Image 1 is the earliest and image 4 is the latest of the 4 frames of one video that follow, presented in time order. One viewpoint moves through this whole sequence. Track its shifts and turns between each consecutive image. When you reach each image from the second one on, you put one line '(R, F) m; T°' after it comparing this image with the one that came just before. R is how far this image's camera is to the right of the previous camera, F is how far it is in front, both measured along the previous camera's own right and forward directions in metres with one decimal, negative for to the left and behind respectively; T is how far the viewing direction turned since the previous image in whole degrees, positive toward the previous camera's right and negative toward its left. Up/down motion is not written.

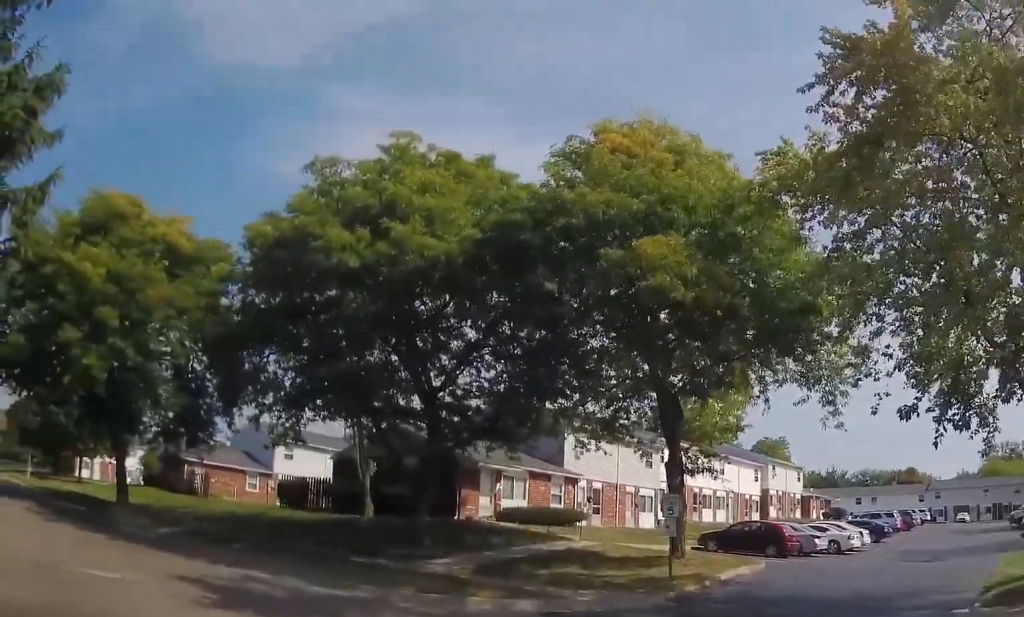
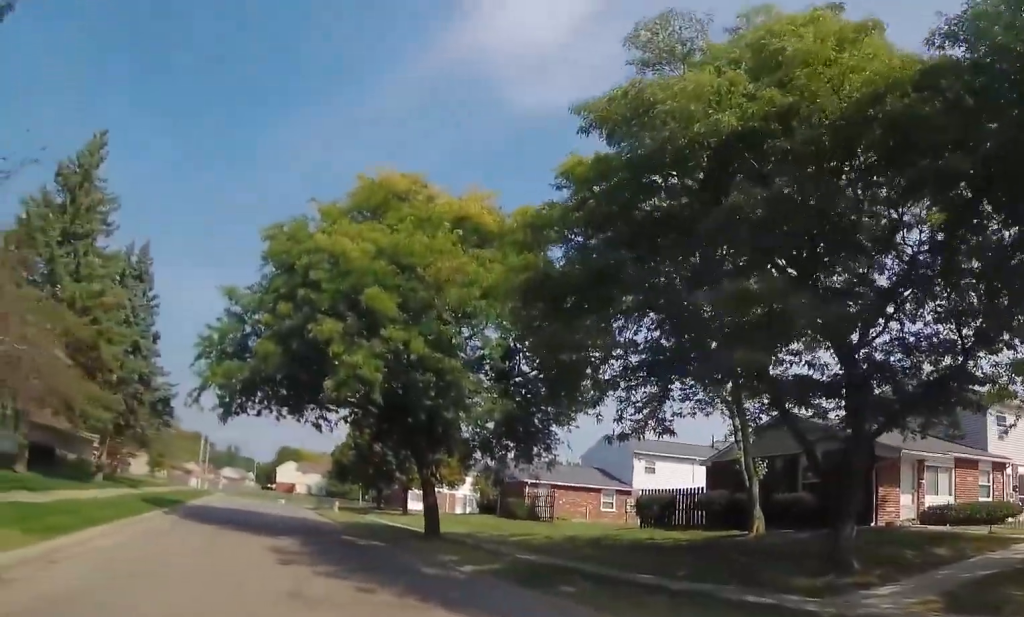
(-0.9, +5.5) m; -19°
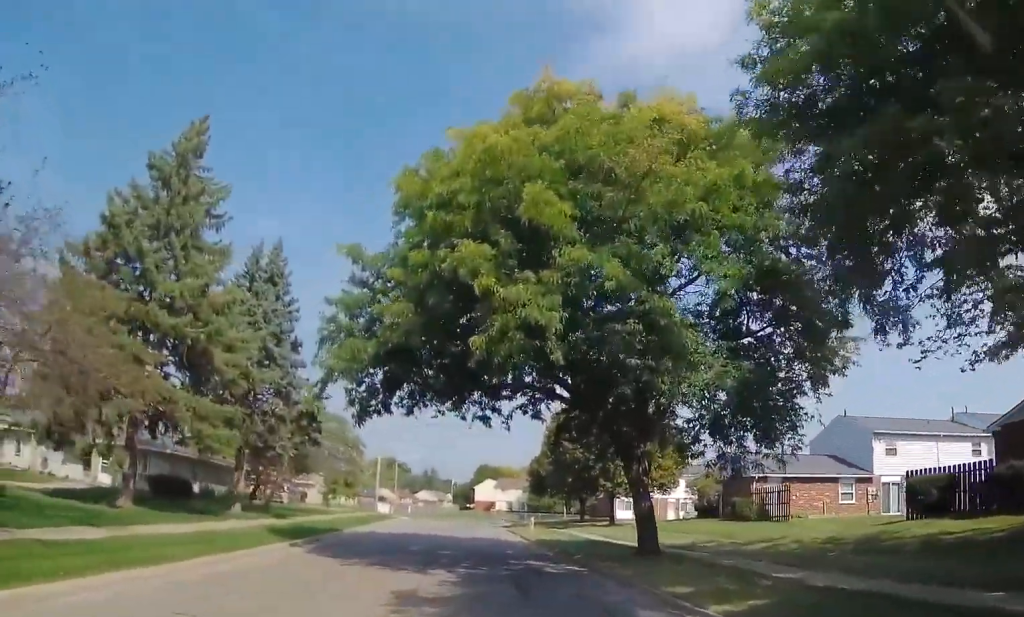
(-0.7, +6.0) m; -16°
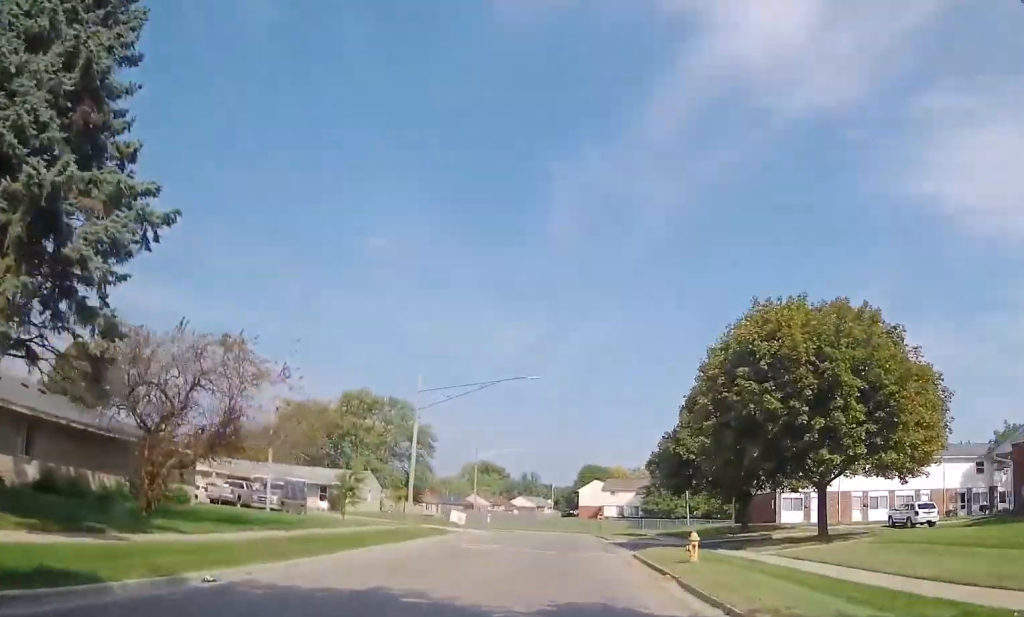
(-4.0, +24.4) m; -14°
